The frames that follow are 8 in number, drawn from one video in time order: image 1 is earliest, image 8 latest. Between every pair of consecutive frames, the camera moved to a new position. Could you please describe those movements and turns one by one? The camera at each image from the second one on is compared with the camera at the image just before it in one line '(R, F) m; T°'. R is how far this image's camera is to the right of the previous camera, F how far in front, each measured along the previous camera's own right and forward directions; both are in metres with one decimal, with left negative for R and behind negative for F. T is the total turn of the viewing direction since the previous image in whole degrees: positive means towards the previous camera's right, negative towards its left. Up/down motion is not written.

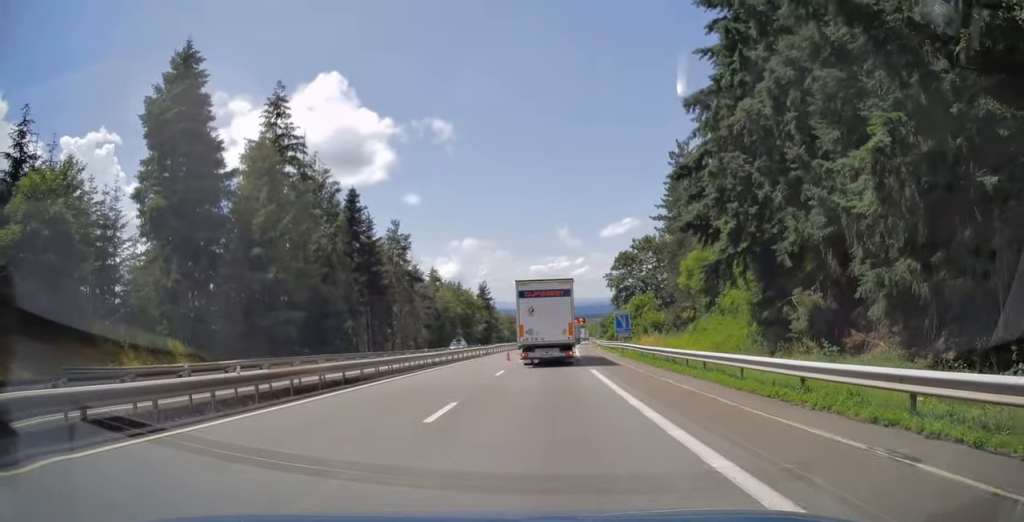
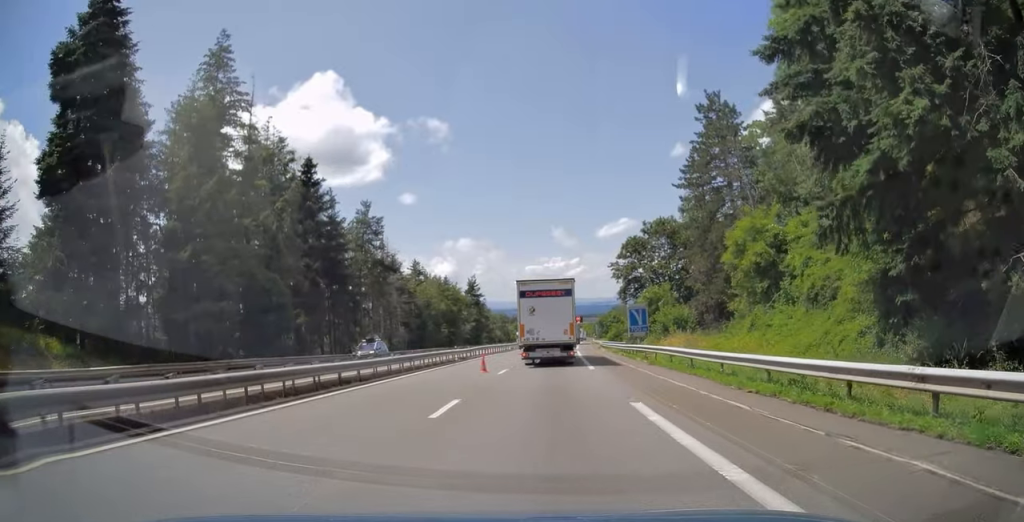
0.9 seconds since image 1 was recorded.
(0.0, +12.6) m; 0°
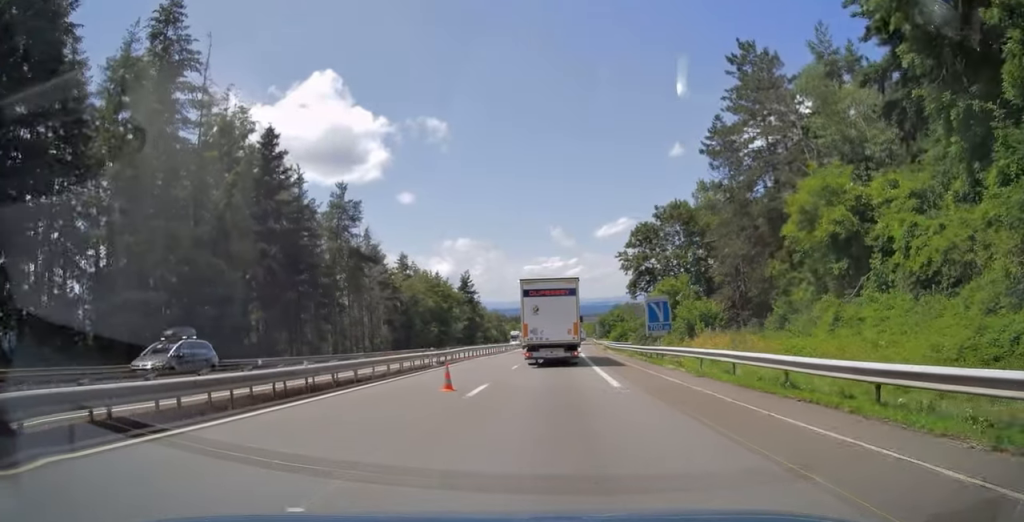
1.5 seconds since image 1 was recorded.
(0.0, +8.8) m; 0°
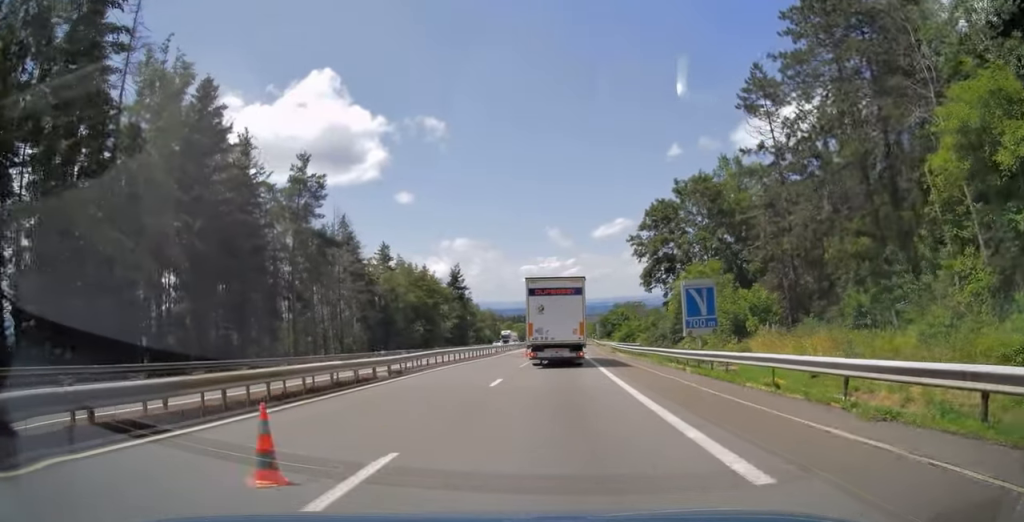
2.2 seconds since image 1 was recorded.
(0.0, +10.4) m; 0°
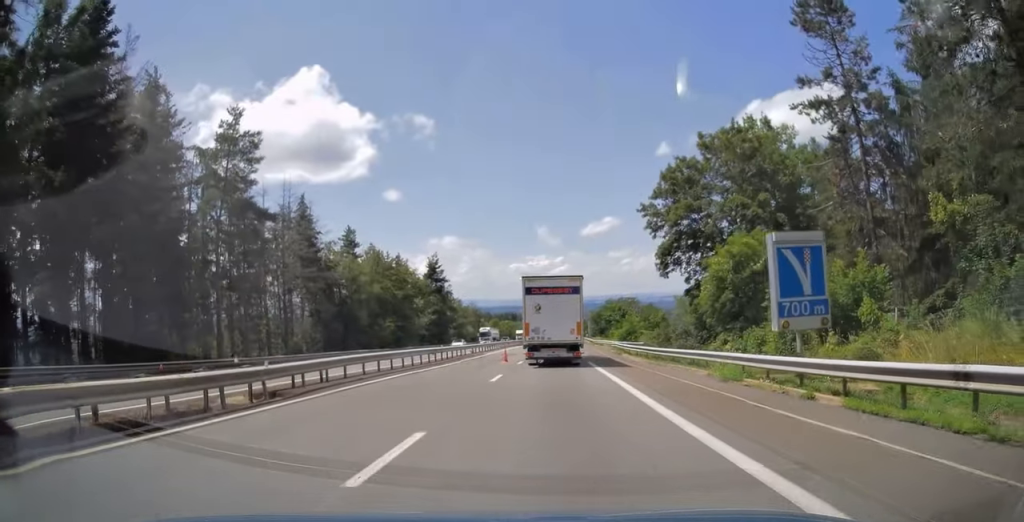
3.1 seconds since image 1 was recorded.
(0.0, +11.6) m; +1°
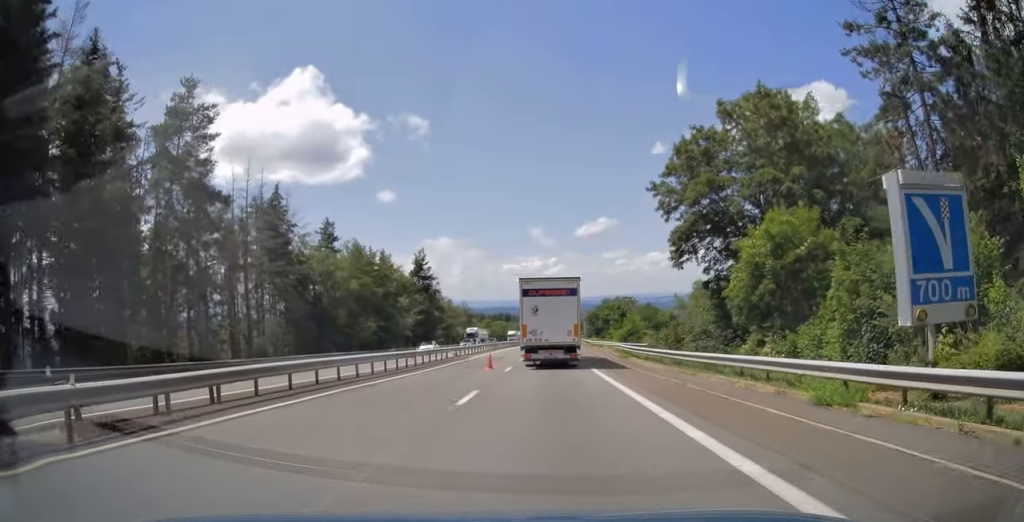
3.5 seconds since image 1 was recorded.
(0.0, +6.1) m; +1°
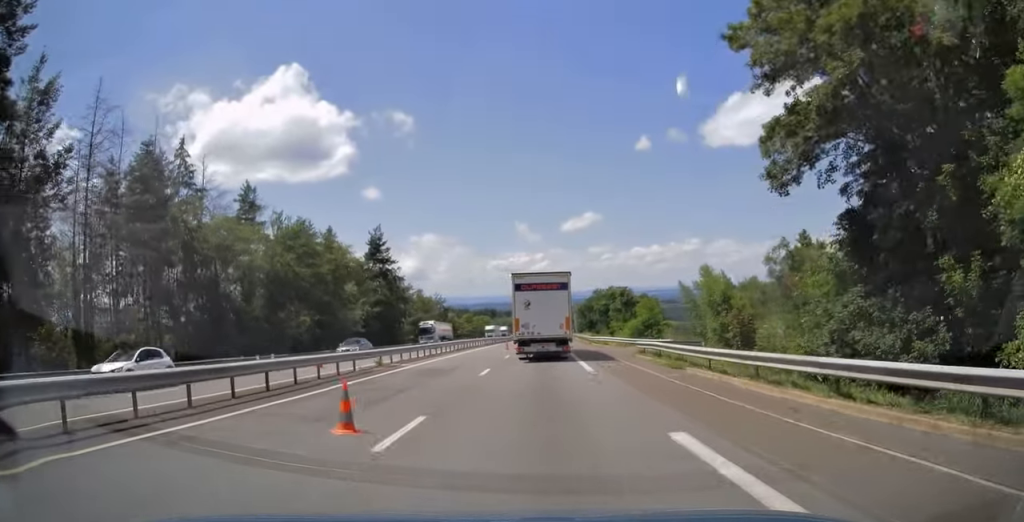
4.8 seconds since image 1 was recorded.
(+0.6, +18.4) m; +2°
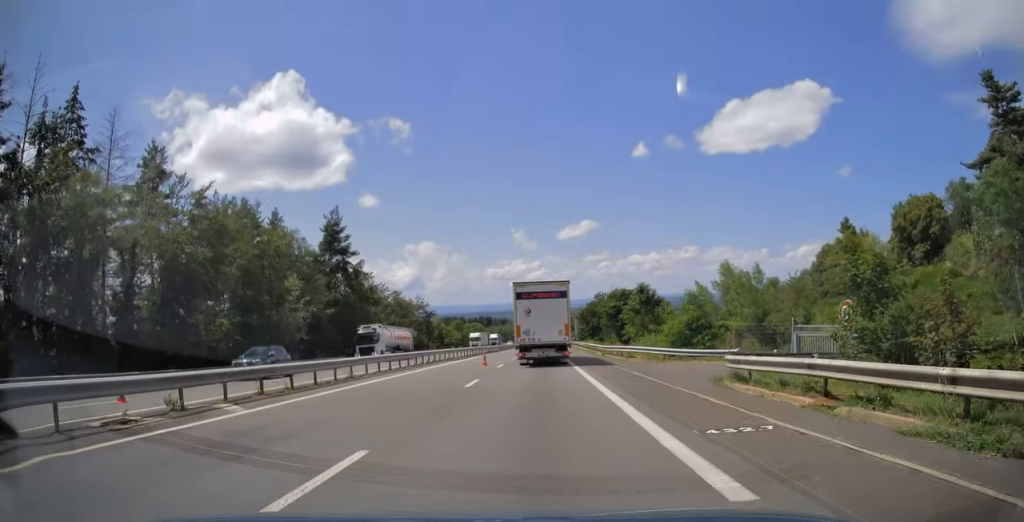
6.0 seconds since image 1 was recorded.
(-0.3, +16.2) m; 0°
